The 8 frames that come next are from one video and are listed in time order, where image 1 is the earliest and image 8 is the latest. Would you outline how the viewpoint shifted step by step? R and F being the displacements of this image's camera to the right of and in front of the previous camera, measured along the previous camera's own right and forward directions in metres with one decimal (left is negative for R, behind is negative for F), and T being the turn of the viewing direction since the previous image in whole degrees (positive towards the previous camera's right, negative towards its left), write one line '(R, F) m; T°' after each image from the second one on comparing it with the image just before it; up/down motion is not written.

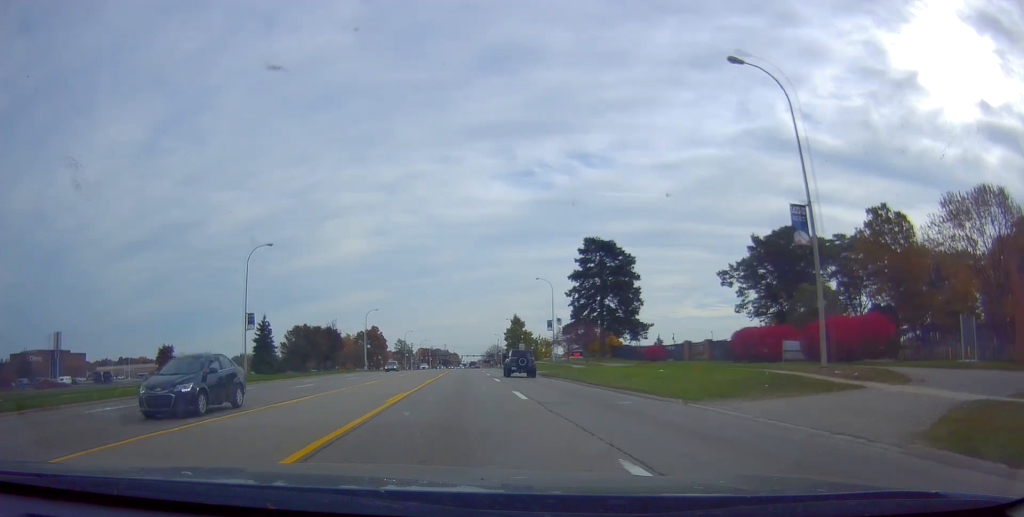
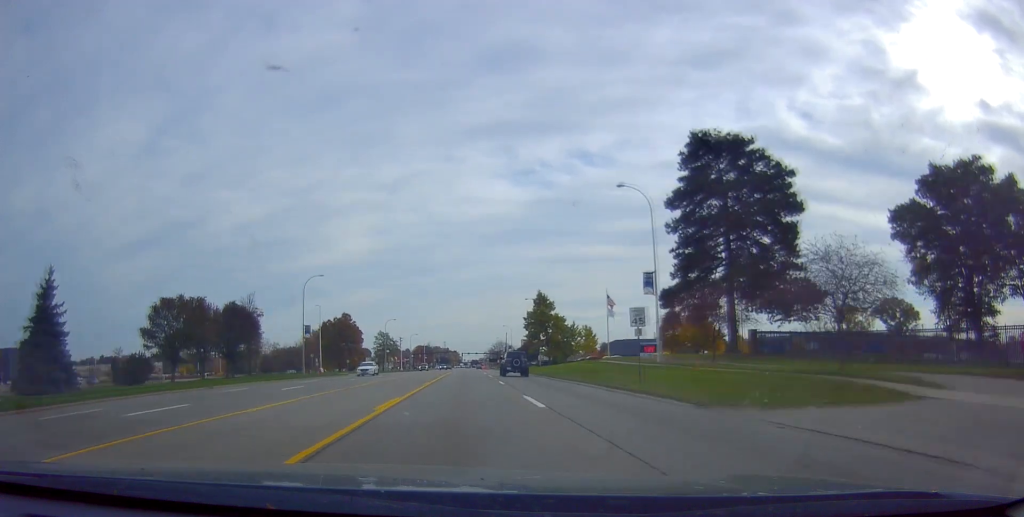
(+0.7, +47.5) m; +1°
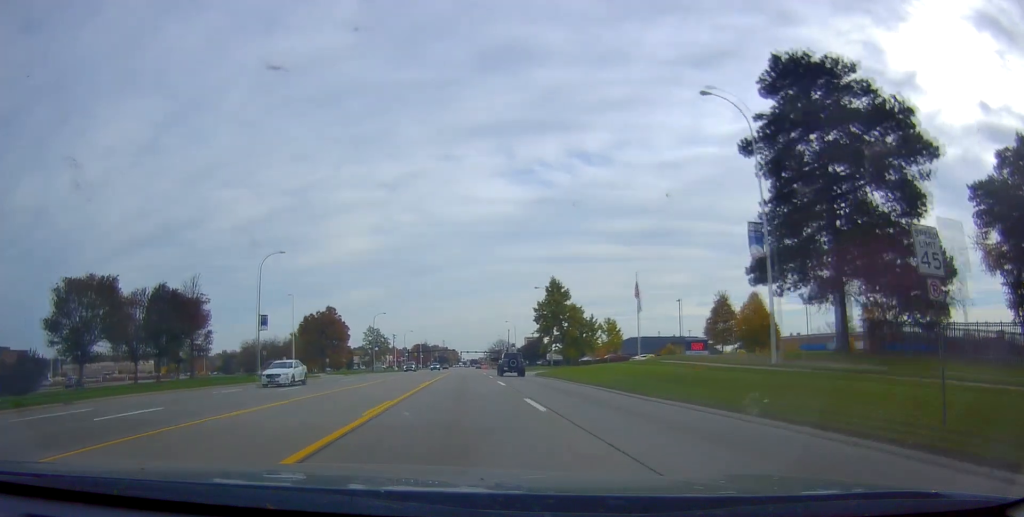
(-0.4, +16.0) m; -1°
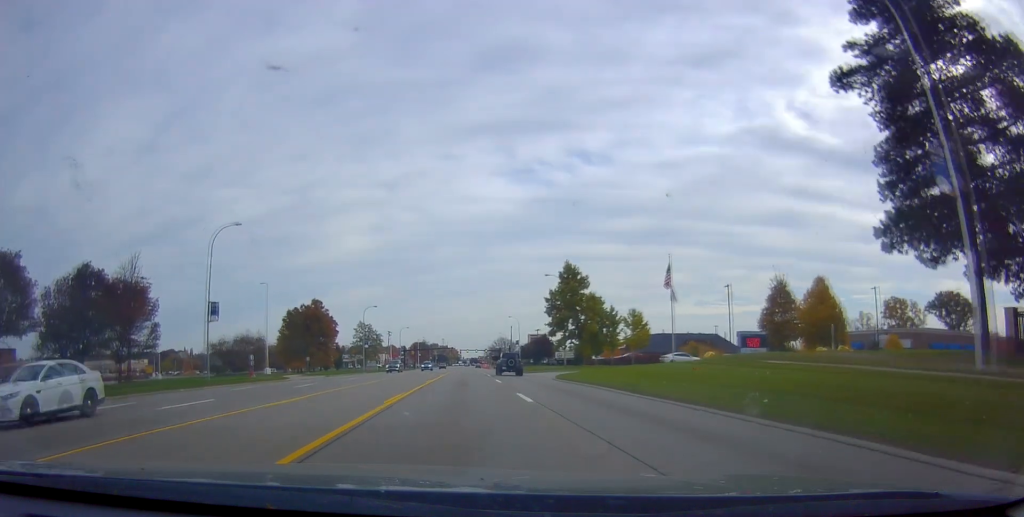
(0.0, +11.9) m; +1°
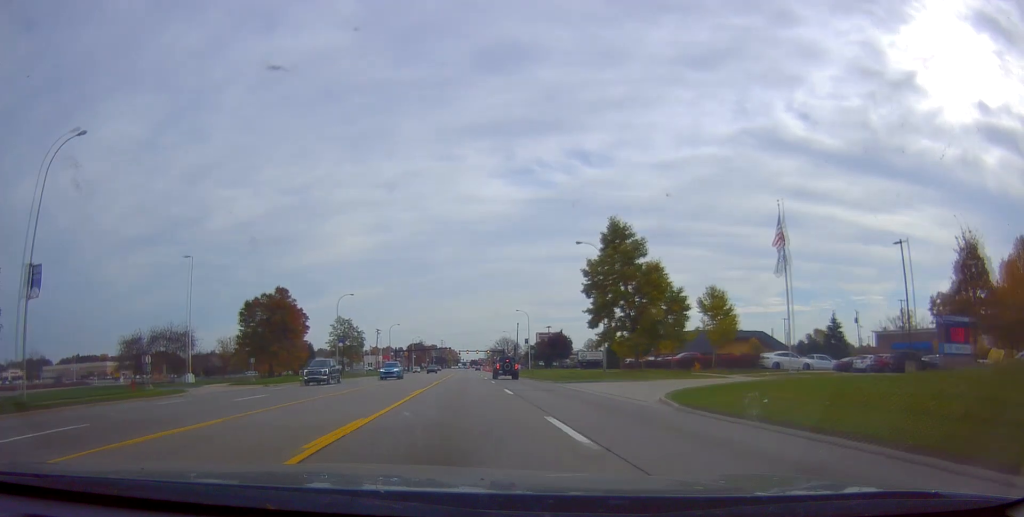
(+0.5, +22.5) m; +2°
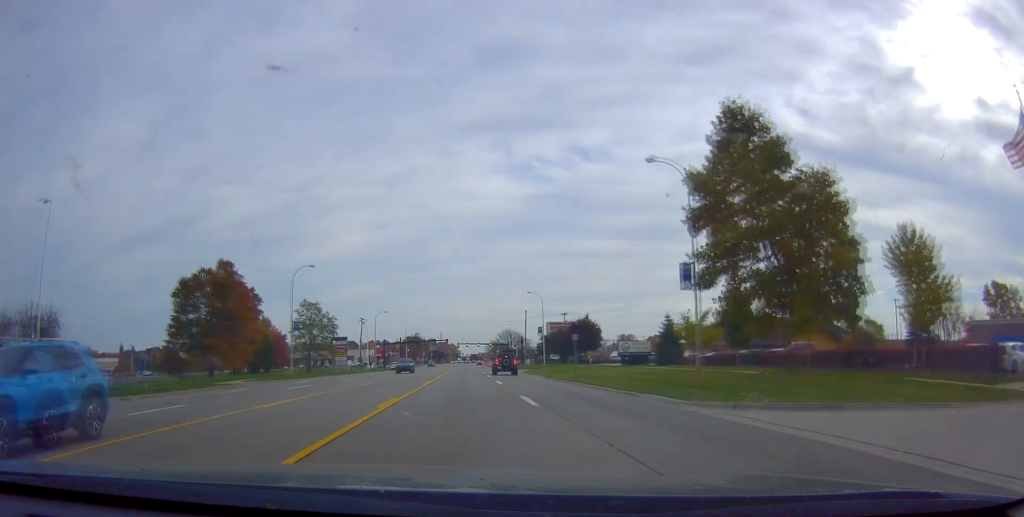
(-0.1, +23.2) m; -2°
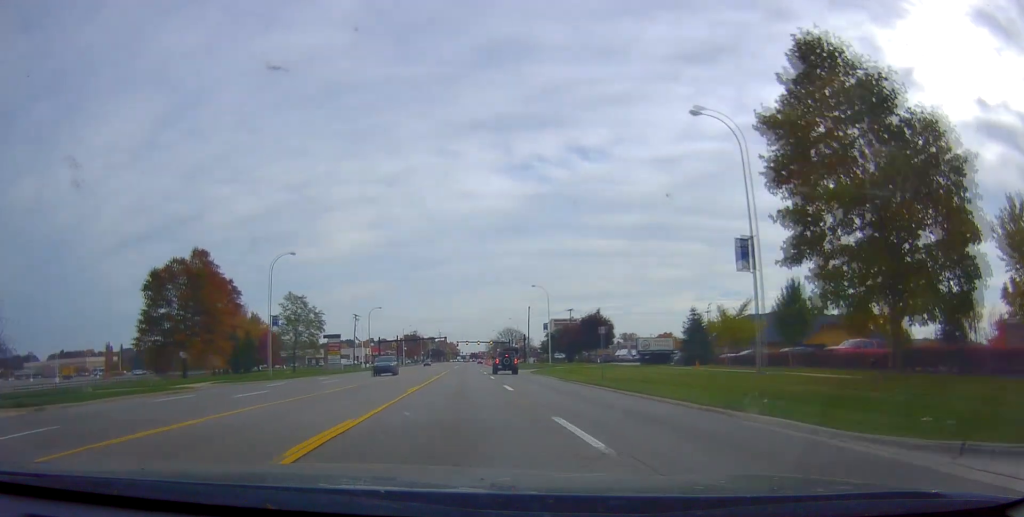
(-0.2, +7.5) m; -1°
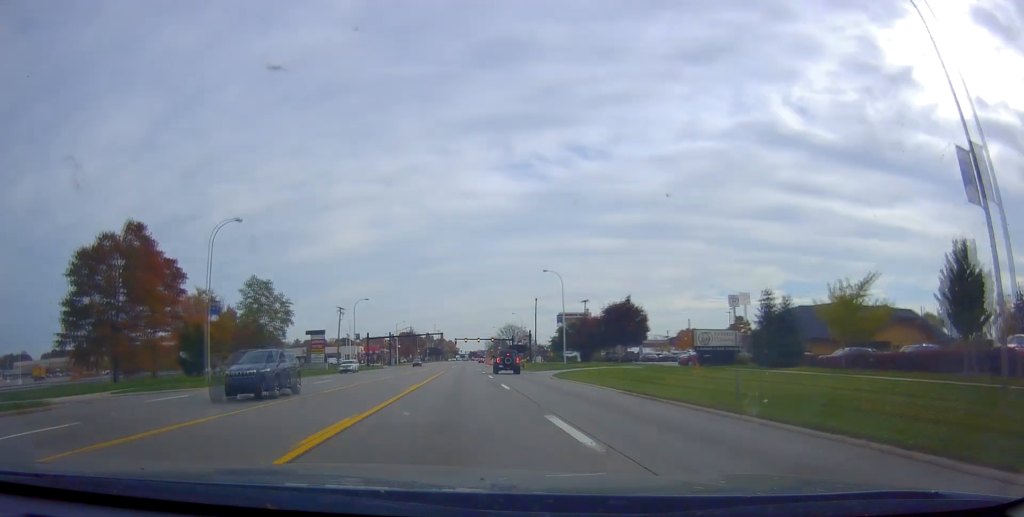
(-0.2, +14.8) m; -1°
